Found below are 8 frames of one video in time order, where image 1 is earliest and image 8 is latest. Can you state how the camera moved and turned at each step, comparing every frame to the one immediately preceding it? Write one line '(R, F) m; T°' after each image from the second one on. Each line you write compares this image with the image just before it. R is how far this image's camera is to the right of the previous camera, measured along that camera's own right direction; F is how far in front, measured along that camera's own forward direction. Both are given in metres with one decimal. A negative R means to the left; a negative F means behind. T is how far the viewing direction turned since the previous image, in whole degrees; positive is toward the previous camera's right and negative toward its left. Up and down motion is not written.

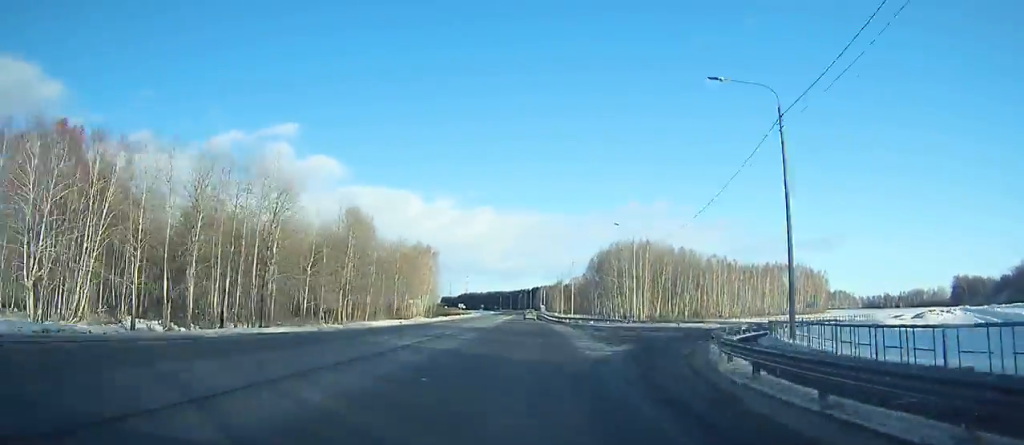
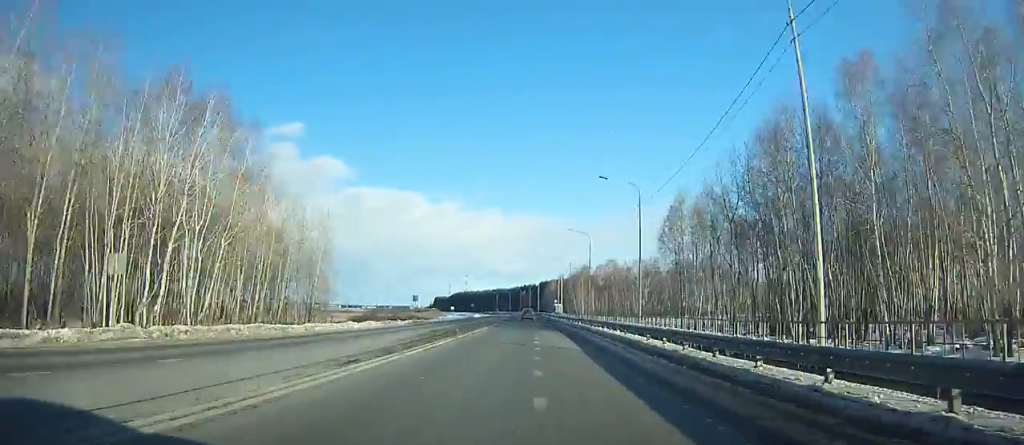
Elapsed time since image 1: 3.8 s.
(-0.5, +110.3) m; -1°
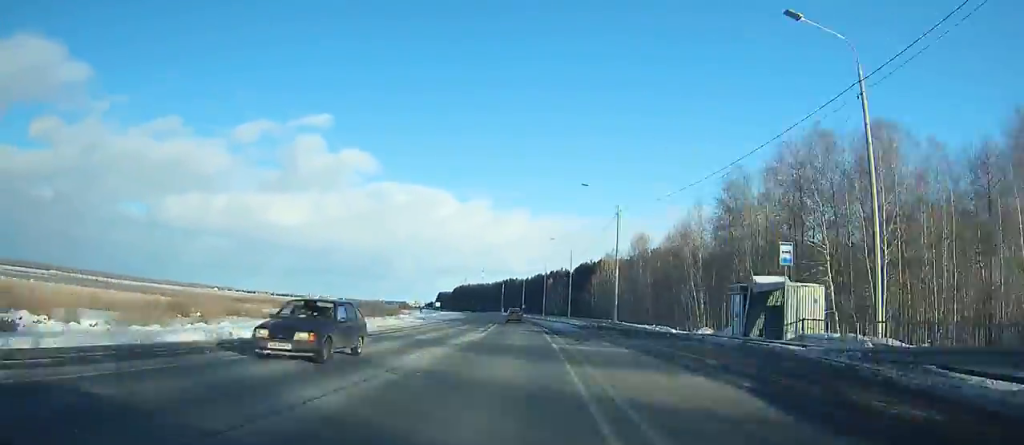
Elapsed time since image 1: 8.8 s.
(-2.1, +145.4) m; -3°
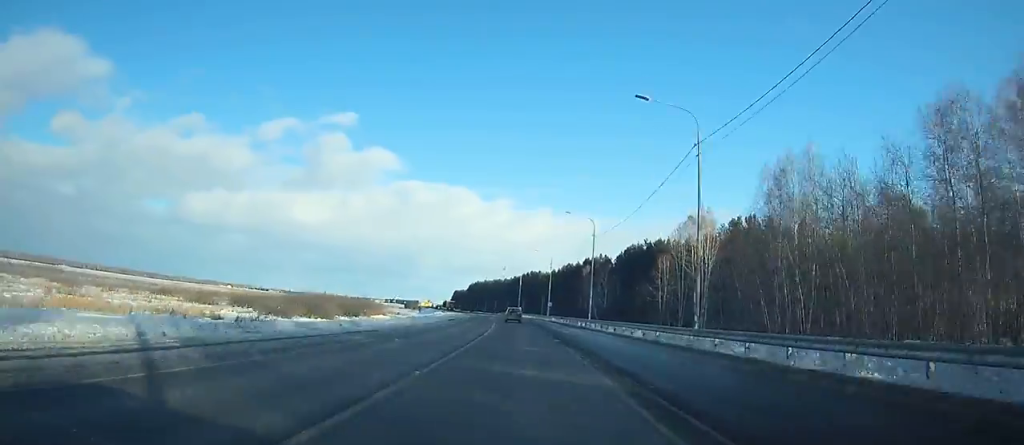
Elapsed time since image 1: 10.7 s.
(-1.2, +55.0) m; -2°
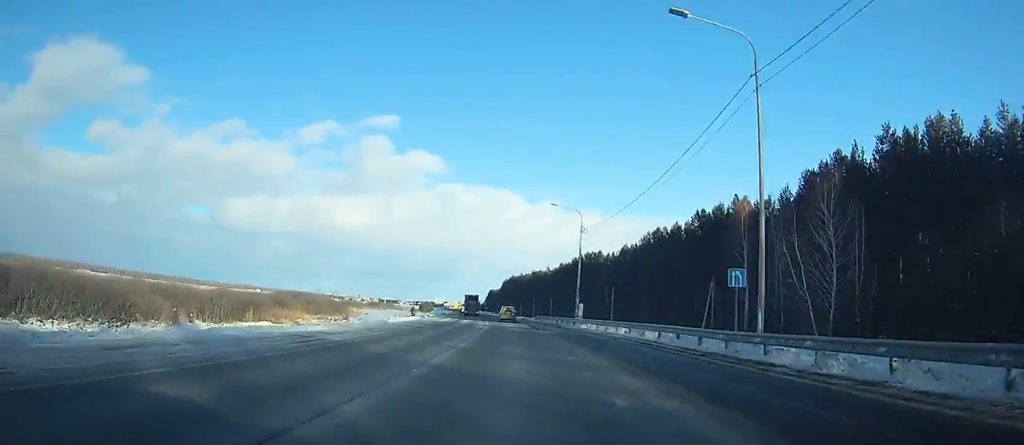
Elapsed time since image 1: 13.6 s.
(-2.6, +83.6) m; -4°
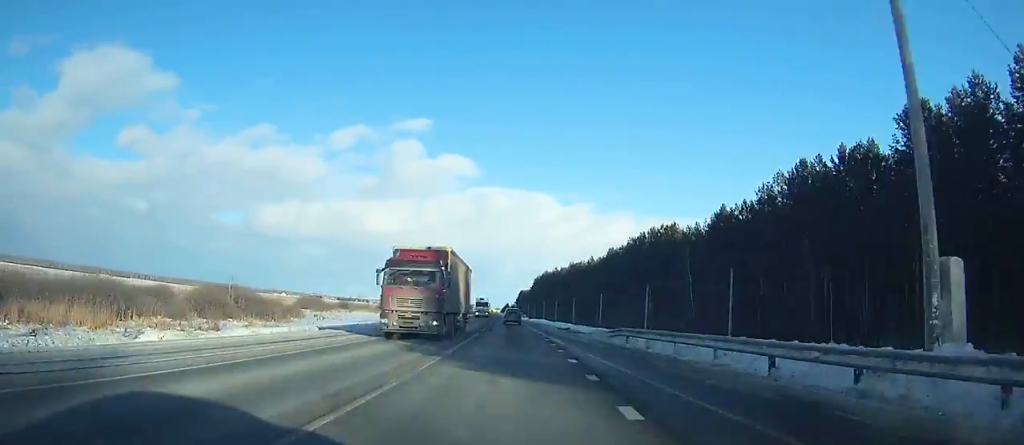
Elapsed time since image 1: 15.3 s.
(-0.3, +48.8) m; -3°
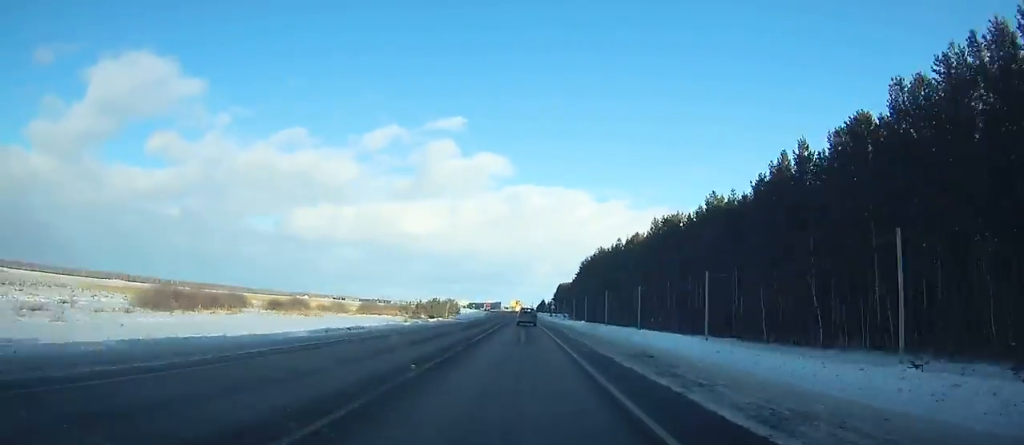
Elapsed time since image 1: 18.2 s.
(-3.5, +82.5) m; -3°
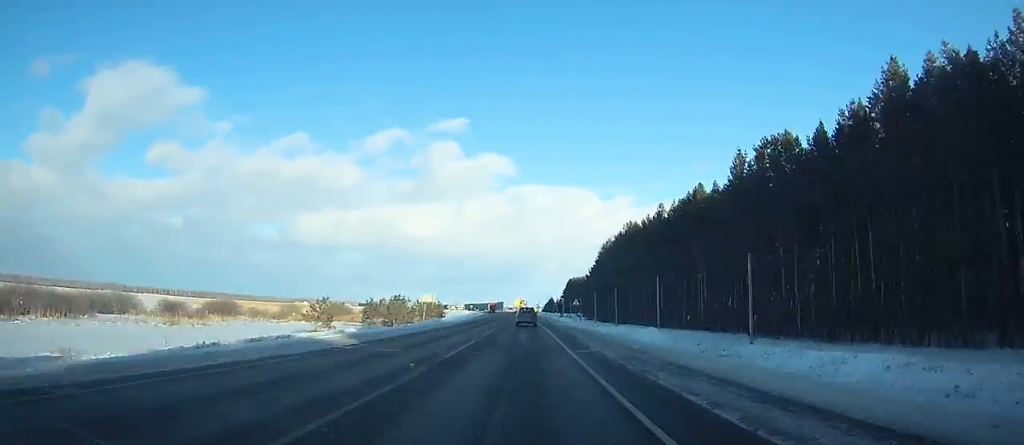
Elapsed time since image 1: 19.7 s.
(-0.7, +41.8) m; -1°
